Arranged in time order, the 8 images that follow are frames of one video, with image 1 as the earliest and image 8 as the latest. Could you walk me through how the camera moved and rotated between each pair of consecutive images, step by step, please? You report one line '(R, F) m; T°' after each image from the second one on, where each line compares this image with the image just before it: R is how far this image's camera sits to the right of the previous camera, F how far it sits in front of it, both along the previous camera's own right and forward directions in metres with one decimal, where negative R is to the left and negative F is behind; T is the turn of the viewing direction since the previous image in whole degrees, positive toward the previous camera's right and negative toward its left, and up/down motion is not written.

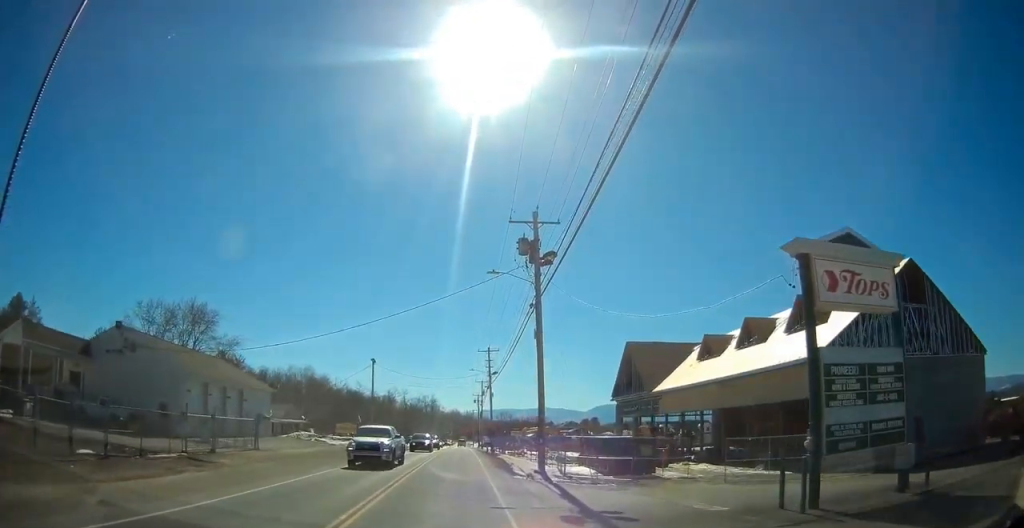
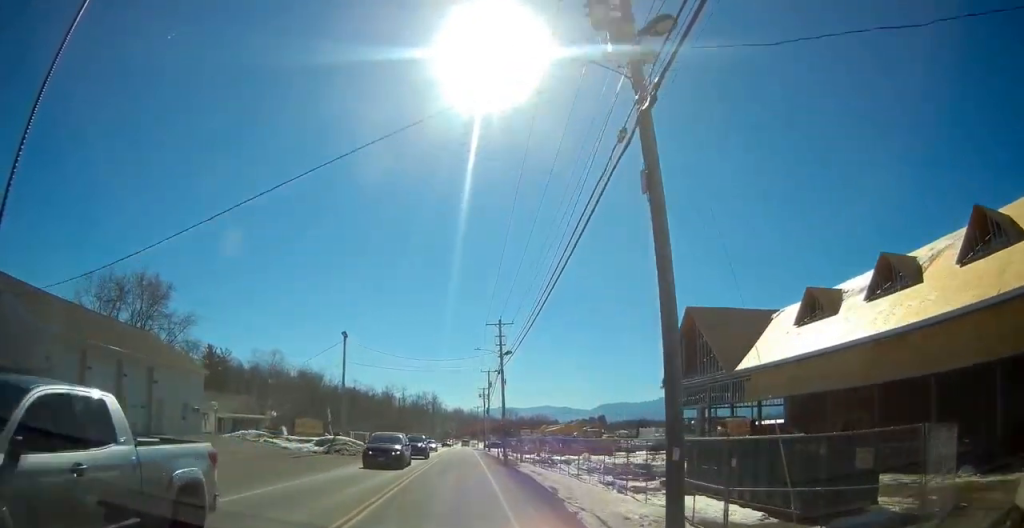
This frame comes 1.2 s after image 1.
(0.0, +16.1) m; 0°
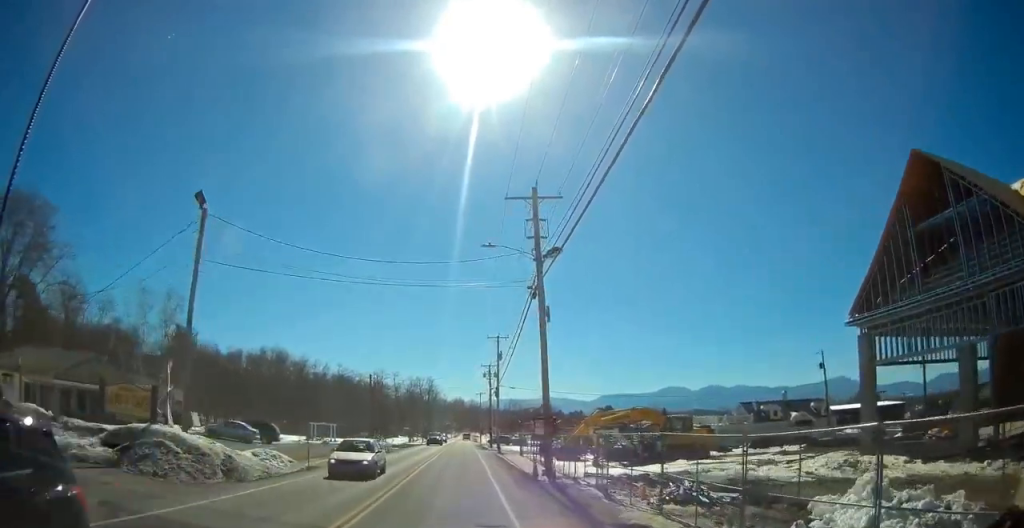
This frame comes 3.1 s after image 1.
(-0.5, +26.5) m; -1°
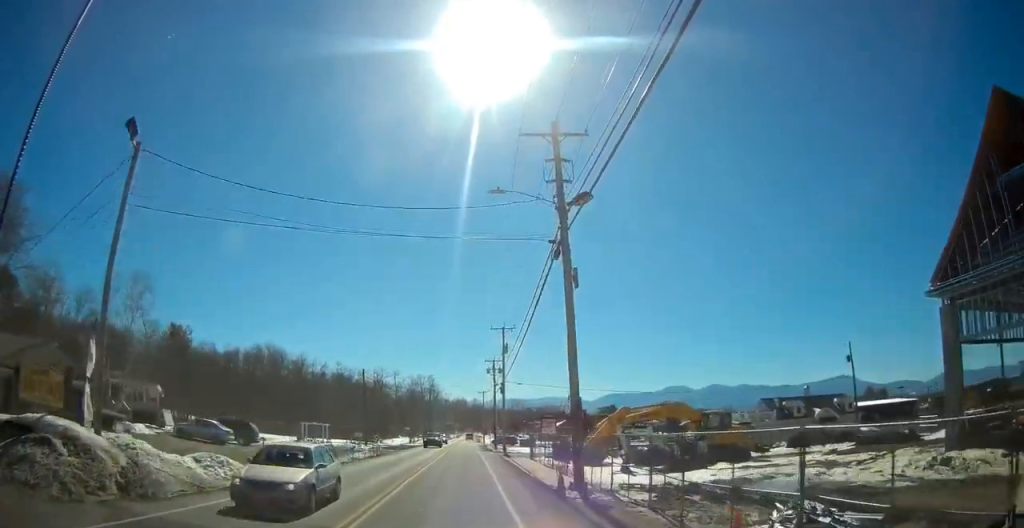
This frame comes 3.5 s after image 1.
(+0.1, +5.6) m; +1°
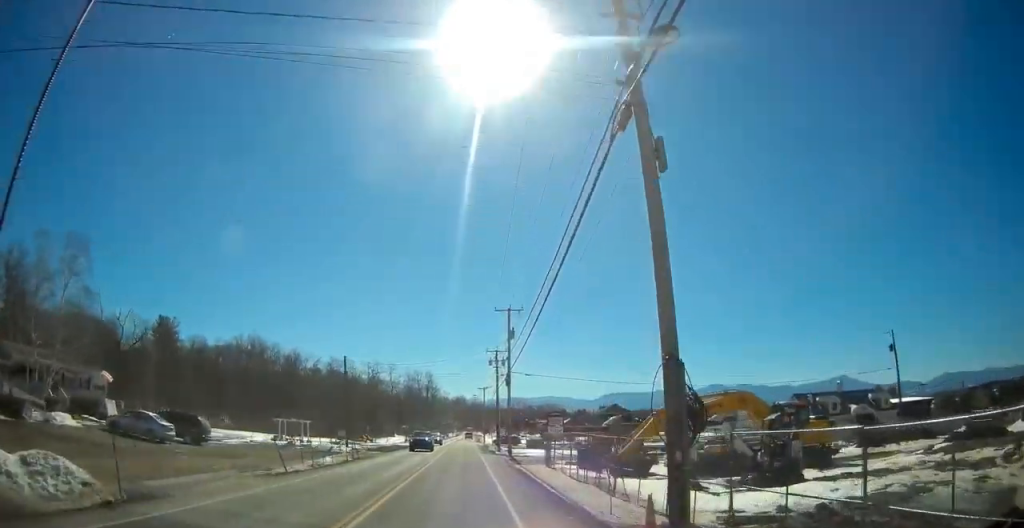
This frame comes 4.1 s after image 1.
(+0.1, +8.4) m; +1°
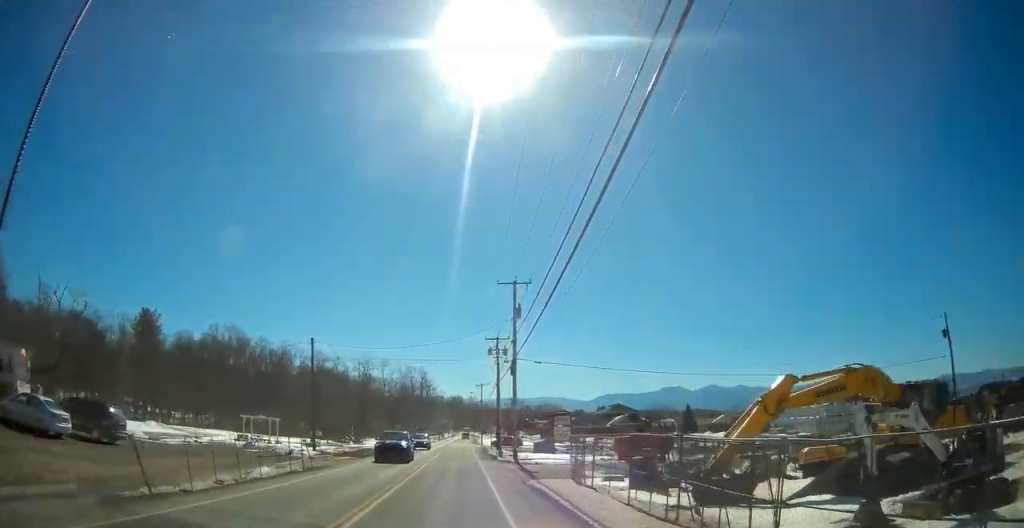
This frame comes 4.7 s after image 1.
(0.0, +9.3) m; 0°
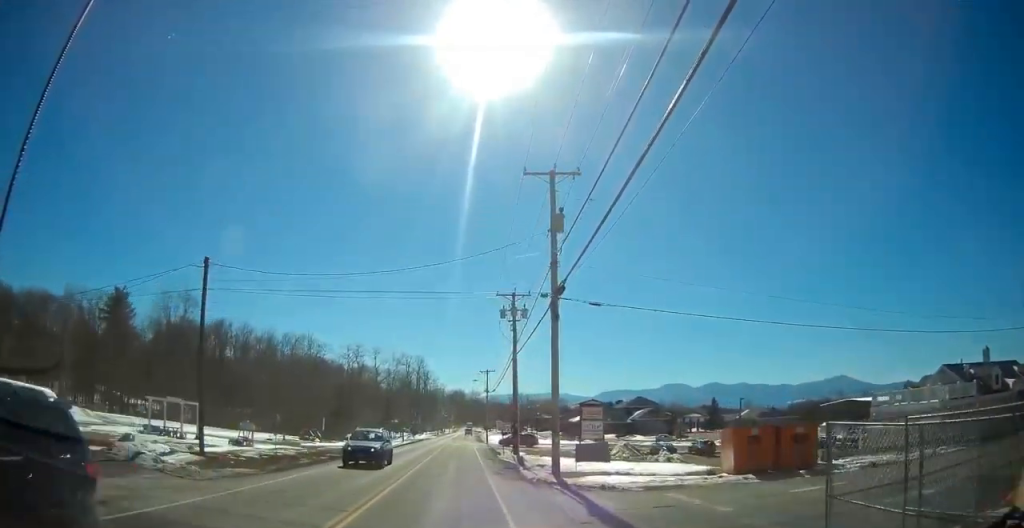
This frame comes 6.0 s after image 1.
(0.0, +17.3) m; -1°
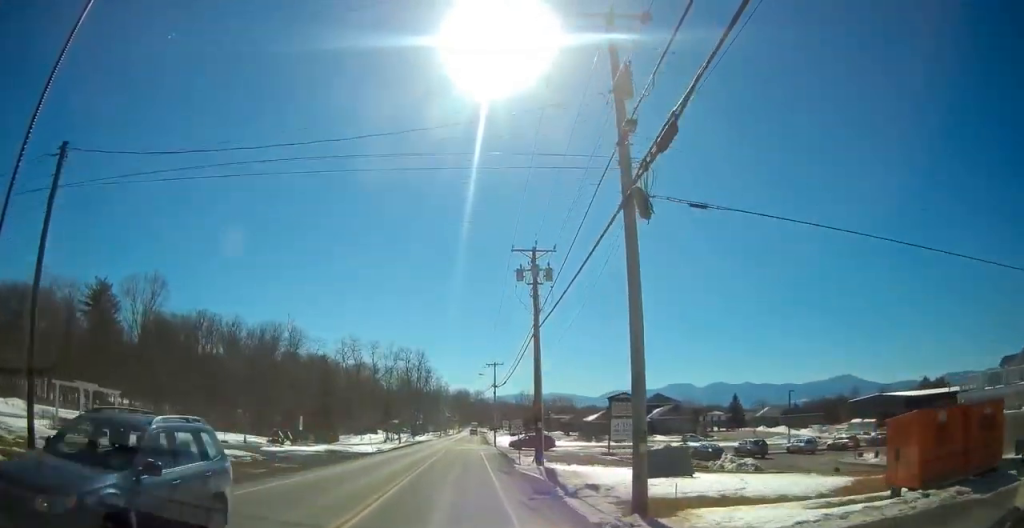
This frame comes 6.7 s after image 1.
(-0.2, +10.4) m; 0°
